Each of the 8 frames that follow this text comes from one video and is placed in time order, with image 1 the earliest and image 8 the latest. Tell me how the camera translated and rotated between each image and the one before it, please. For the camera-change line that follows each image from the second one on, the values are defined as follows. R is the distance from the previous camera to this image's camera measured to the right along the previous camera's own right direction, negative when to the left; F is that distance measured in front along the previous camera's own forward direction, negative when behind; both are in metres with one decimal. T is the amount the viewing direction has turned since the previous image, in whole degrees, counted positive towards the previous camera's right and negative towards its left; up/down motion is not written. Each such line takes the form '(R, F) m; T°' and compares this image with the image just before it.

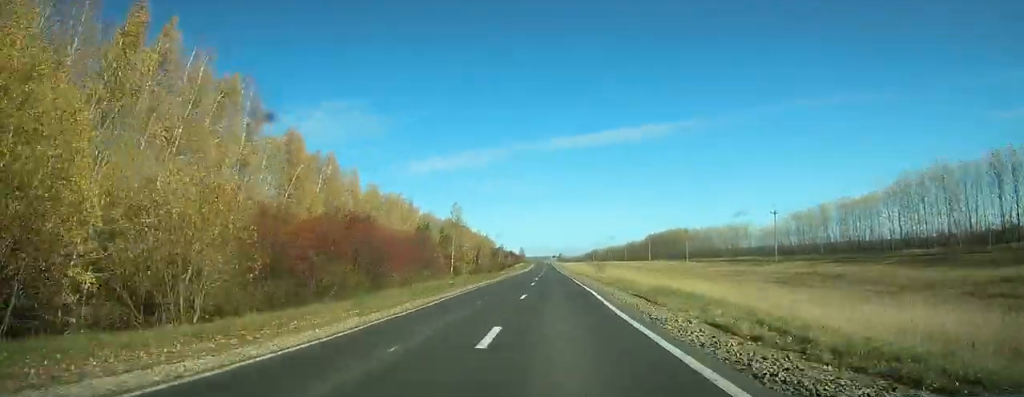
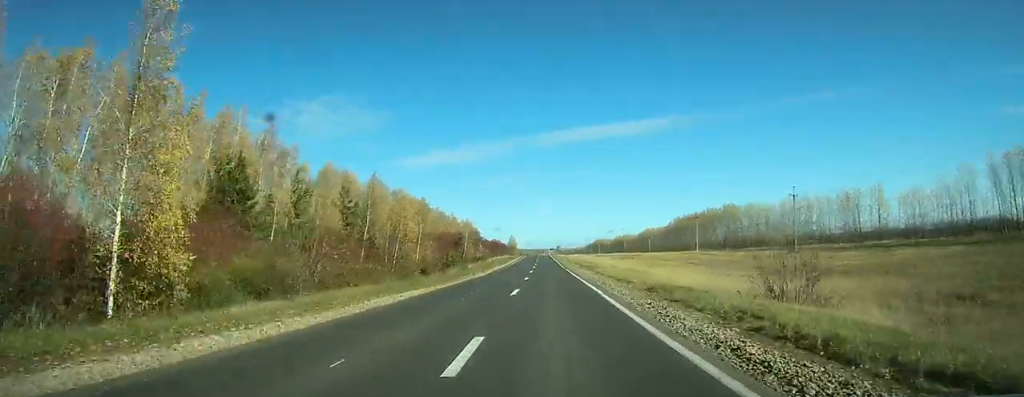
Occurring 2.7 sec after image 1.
(-1.0, +72.5) m; -11°
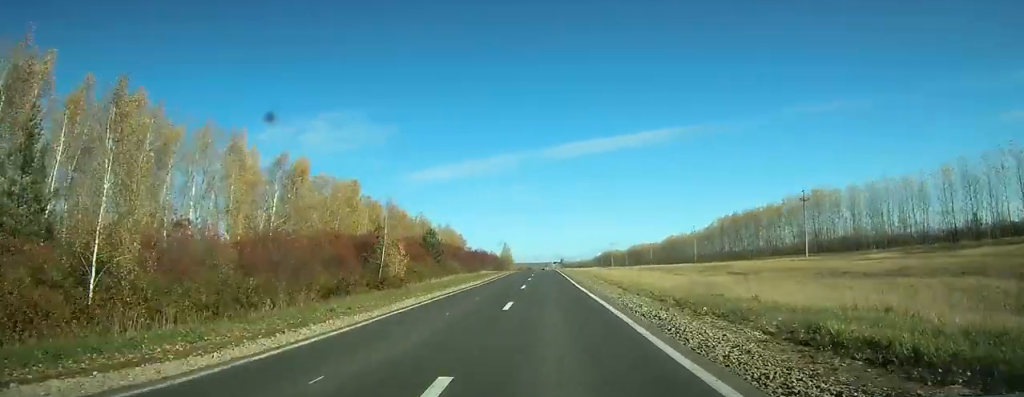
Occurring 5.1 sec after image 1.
(-7.0, +64.2) m; -3°
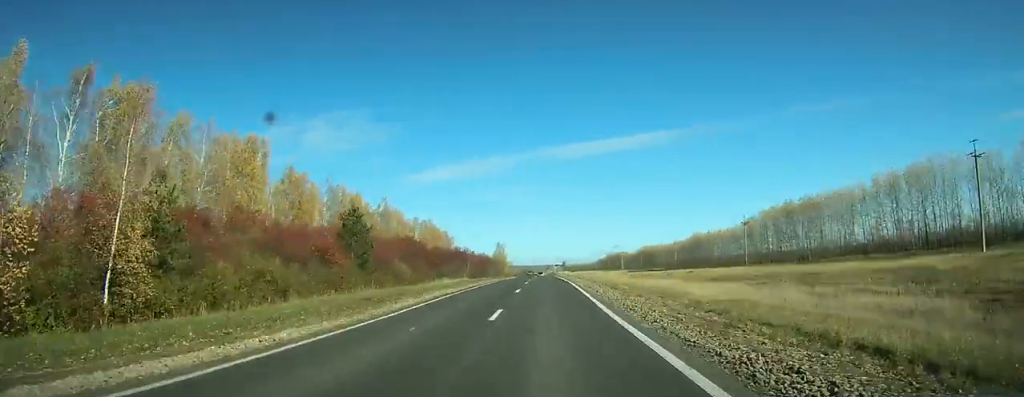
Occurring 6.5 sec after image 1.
(+1.4, +39.5) m; +5°
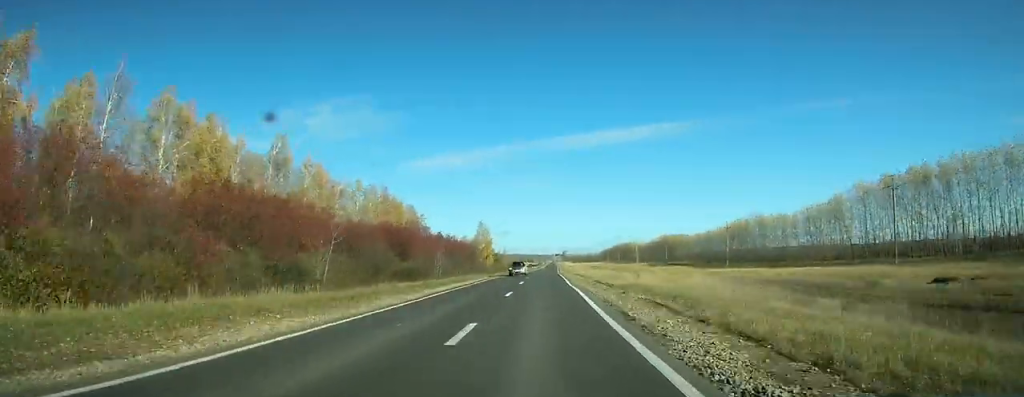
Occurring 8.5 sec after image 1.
(+4.3, +52.3) m; +3°
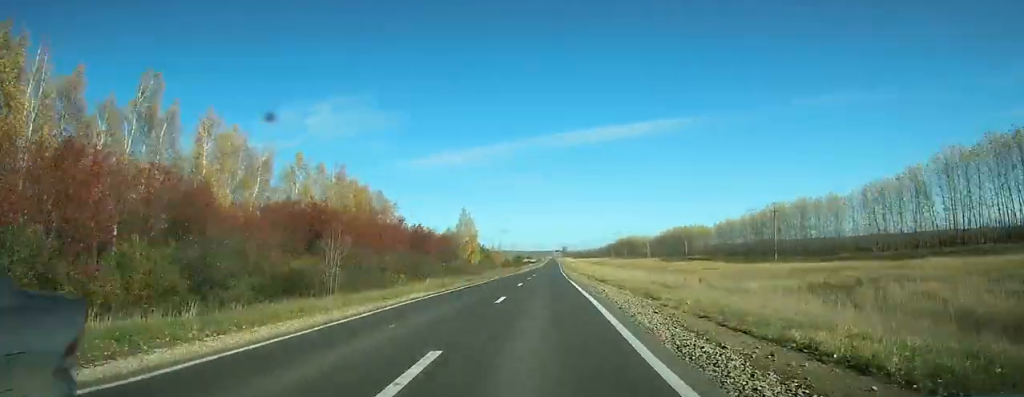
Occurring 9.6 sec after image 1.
(+3.7, +27.5) m; -2°
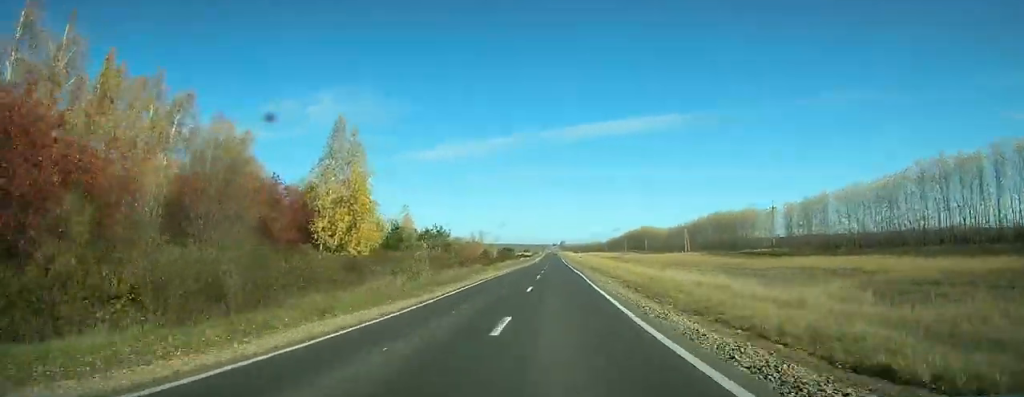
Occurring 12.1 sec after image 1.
(-9.2, +66.5) m; -4°
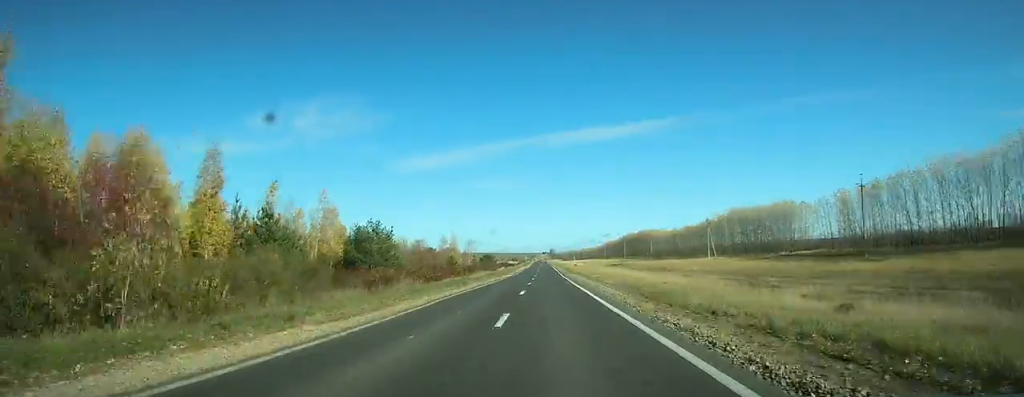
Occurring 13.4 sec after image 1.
(+2.1, +33.7) m; +3°
